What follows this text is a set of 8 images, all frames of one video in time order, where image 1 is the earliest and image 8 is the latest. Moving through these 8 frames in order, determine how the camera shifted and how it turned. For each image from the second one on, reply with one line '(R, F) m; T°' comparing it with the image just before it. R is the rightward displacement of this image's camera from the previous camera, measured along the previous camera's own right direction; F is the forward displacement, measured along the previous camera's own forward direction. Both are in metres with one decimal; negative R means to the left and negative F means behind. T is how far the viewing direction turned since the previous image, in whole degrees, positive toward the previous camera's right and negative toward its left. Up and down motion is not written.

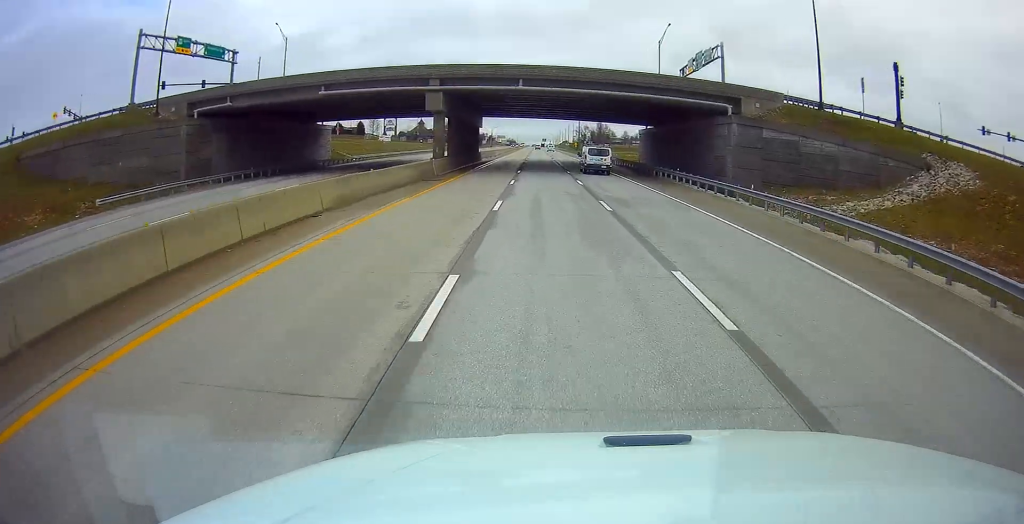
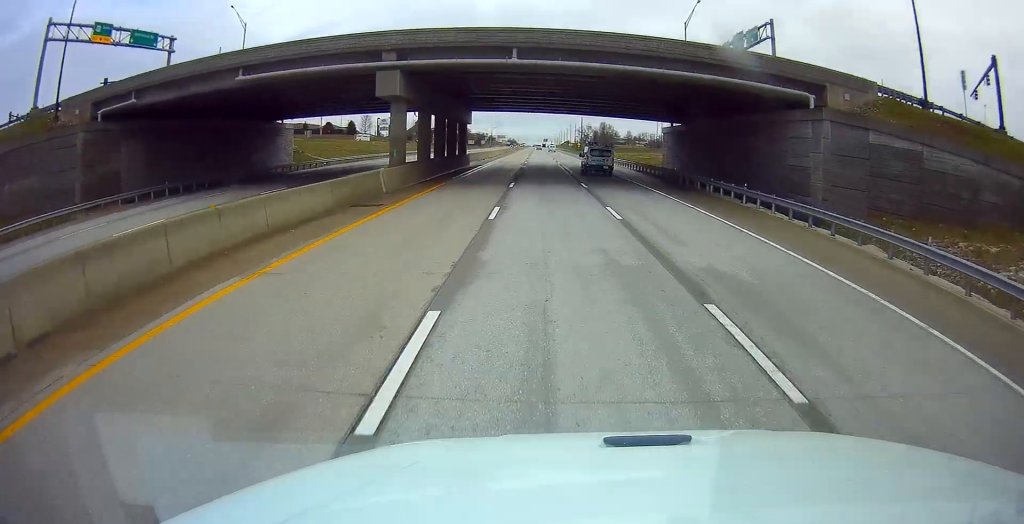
(0.0, +14.2) m; 0°
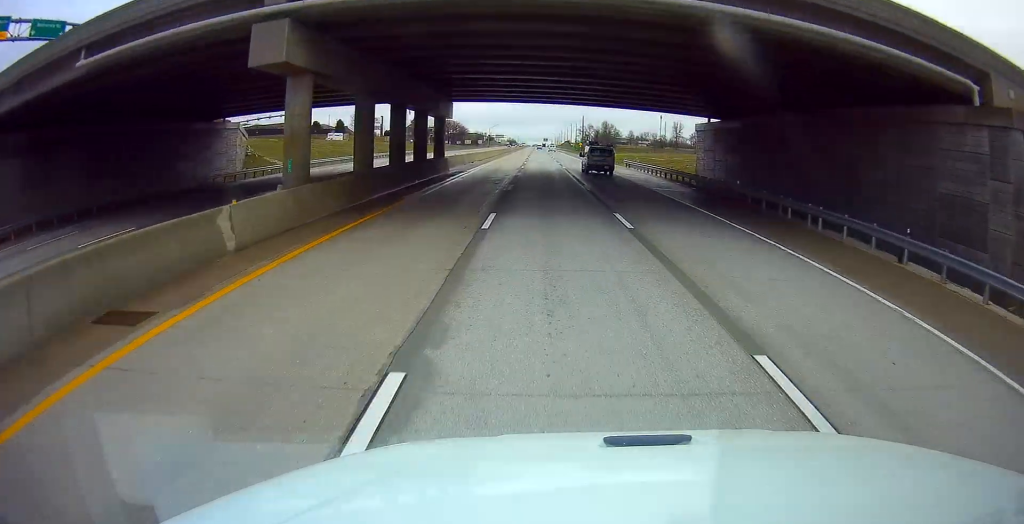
(0.0, +14.1) m; 0°
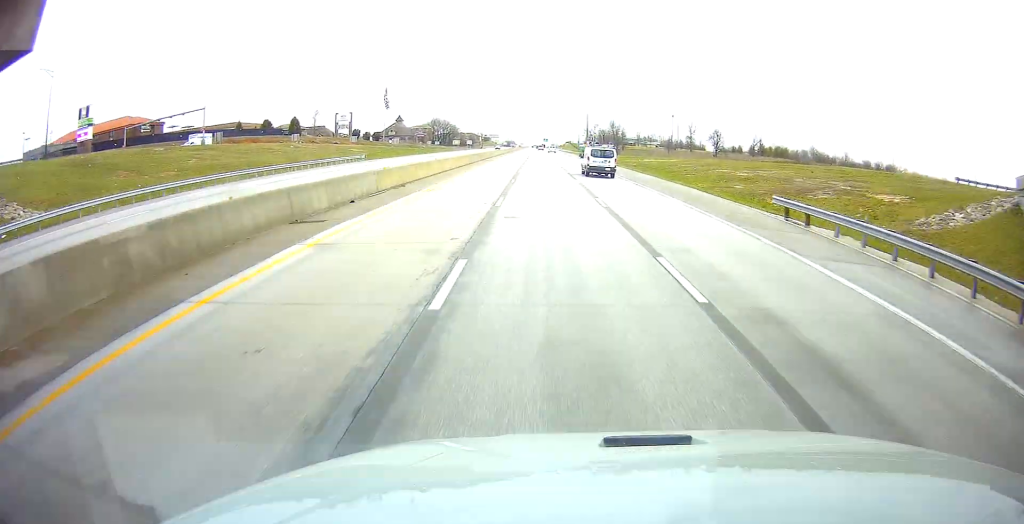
(+0.8, +43.2) m; +1°
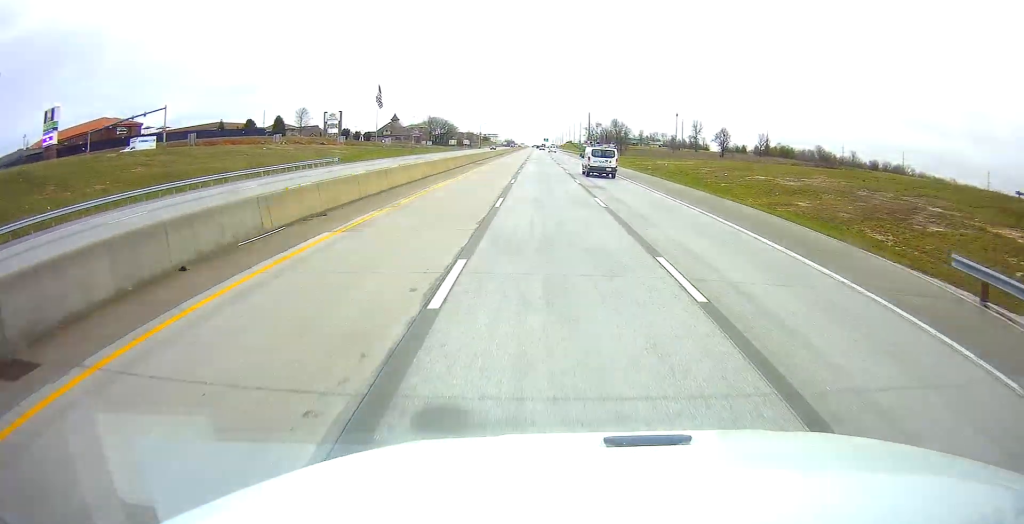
(+0.1, +12.1) m; 0°
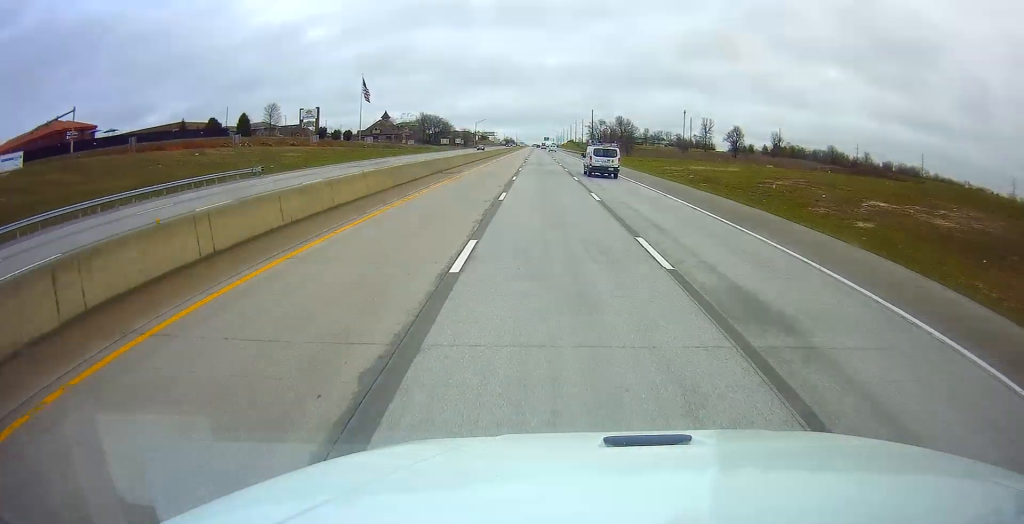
(-0.5, +22.3) m; -1°
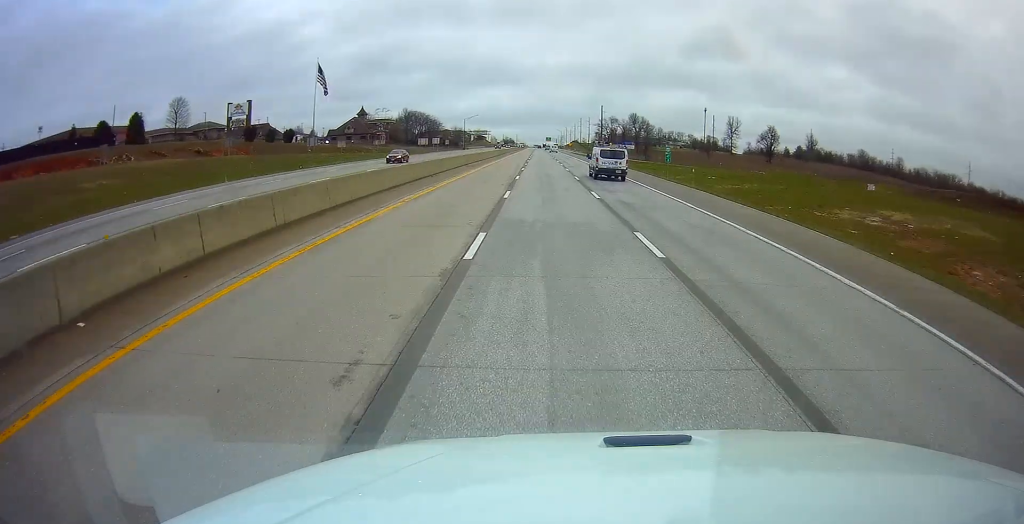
(-0.2, +47.7) m; 0°
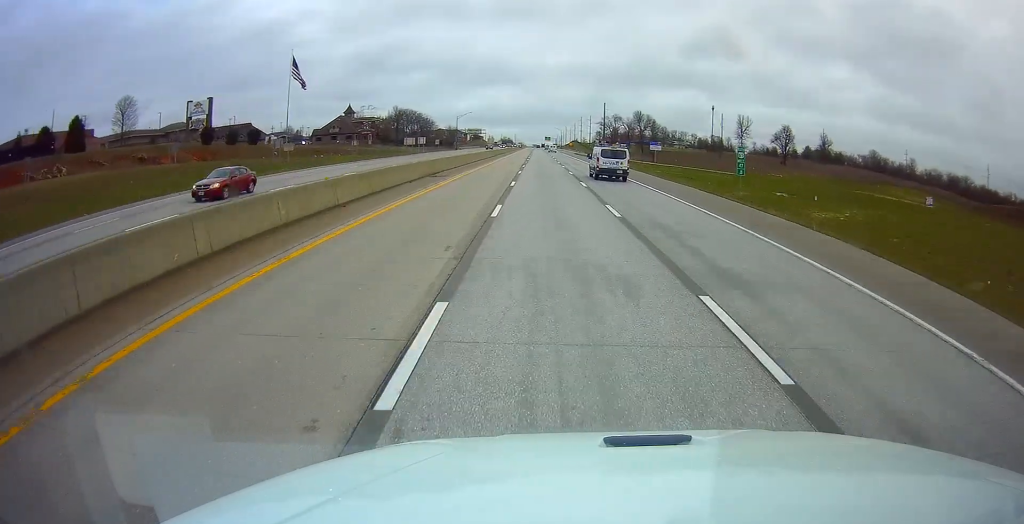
(0.0, +18.2) m; 0°
